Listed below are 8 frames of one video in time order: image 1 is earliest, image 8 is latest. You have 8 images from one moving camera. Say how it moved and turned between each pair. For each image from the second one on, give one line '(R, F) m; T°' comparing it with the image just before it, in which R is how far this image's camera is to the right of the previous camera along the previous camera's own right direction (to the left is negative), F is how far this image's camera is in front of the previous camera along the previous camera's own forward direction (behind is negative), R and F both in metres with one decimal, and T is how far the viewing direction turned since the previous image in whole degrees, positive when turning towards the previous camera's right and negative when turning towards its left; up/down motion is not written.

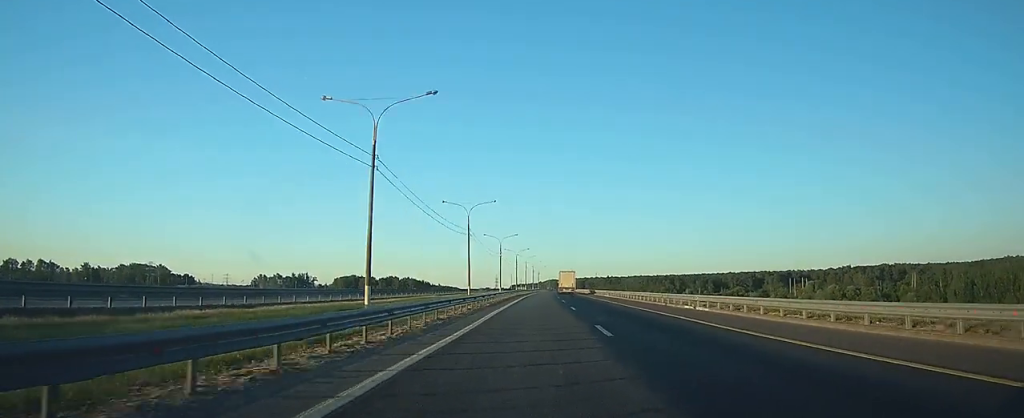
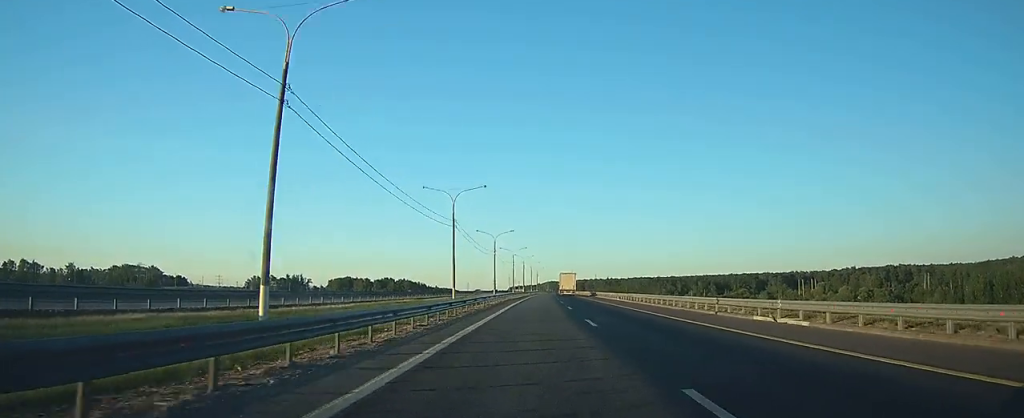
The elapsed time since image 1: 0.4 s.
(0.0, +11.6) m; 0°
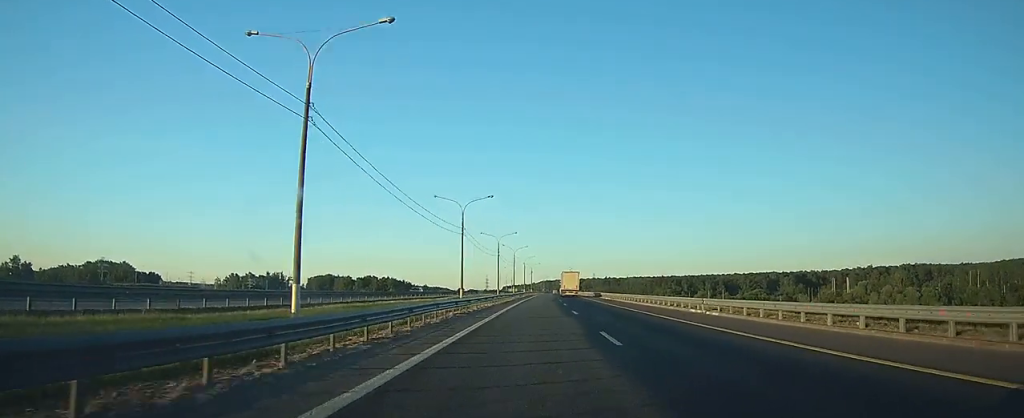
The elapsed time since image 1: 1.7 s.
(0.0, +37.9) m; 0°
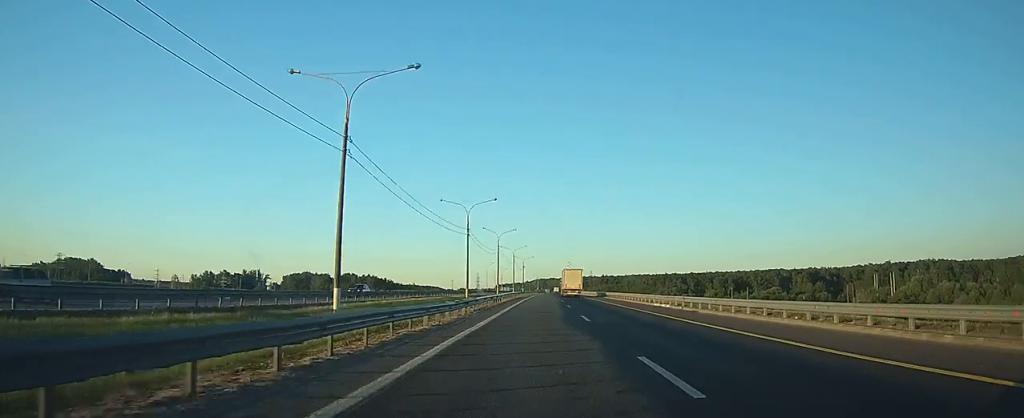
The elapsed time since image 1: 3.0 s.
(+0.1, +38.3) m; 0°
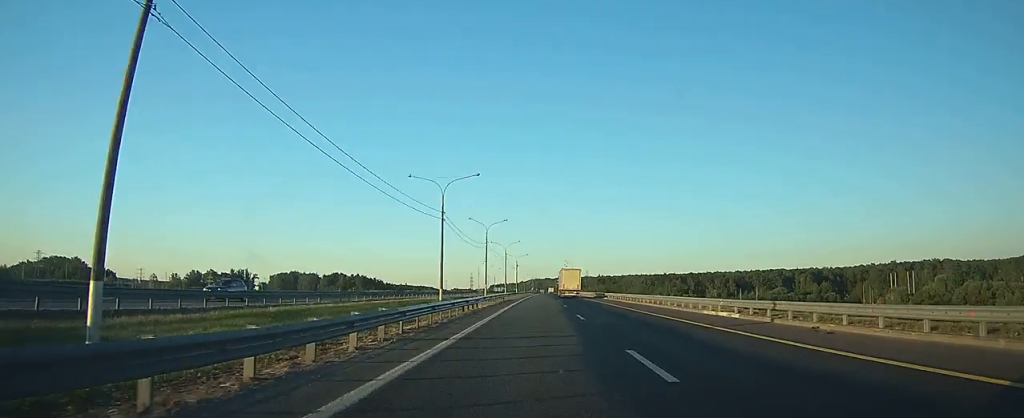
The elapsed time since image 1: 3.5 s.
(0.0, +14.8) m; 0°
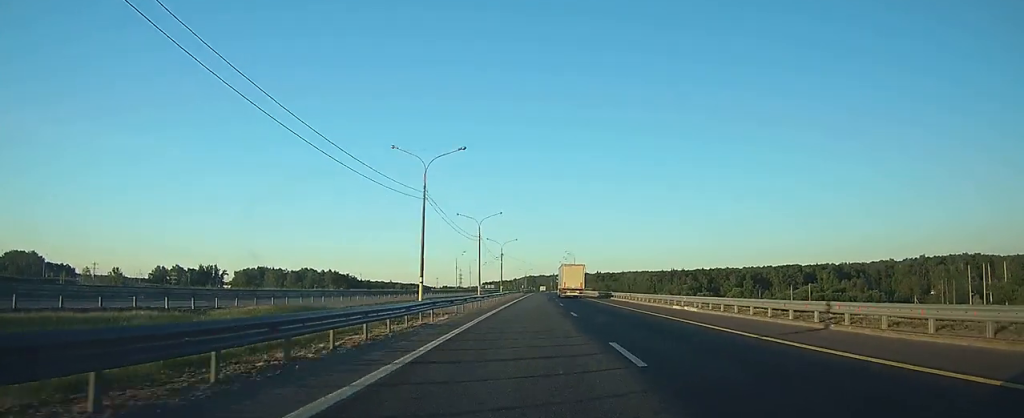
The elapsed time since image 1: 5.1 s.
(+0.2, +46.7) m; 0°
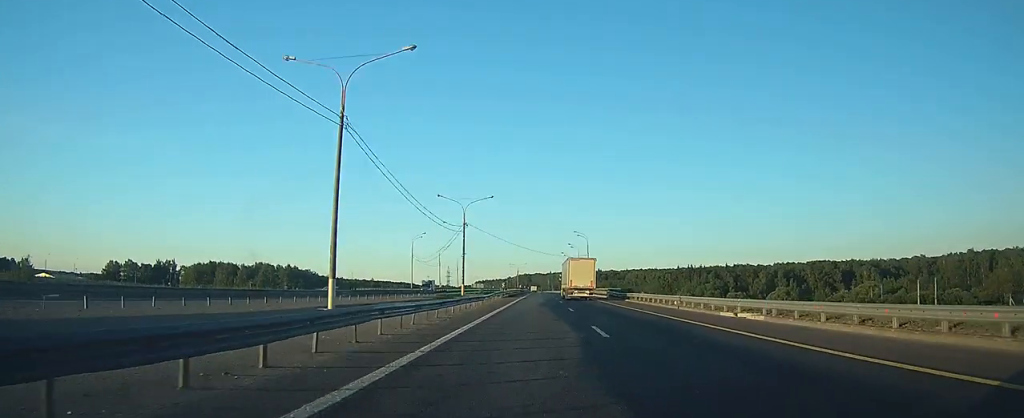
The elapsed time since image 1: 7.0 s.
(+0.2, +58.8) m; 0°
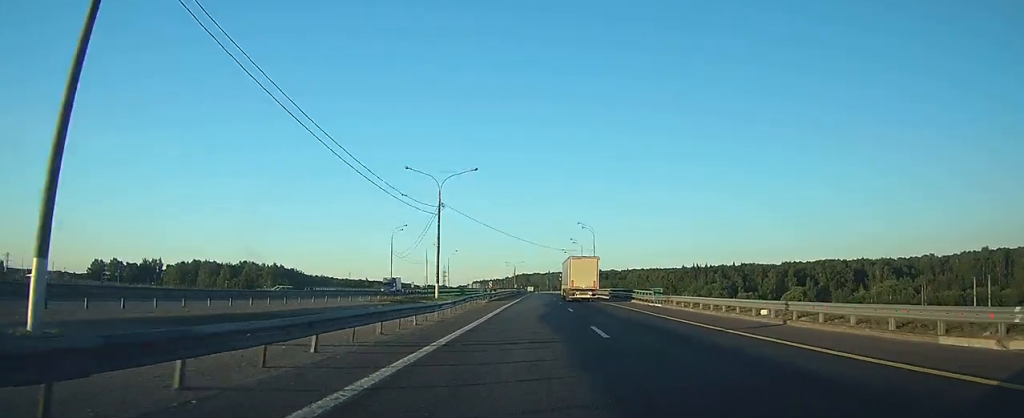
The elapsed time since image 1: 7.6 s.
(0.0, +16.0) m; 0°
